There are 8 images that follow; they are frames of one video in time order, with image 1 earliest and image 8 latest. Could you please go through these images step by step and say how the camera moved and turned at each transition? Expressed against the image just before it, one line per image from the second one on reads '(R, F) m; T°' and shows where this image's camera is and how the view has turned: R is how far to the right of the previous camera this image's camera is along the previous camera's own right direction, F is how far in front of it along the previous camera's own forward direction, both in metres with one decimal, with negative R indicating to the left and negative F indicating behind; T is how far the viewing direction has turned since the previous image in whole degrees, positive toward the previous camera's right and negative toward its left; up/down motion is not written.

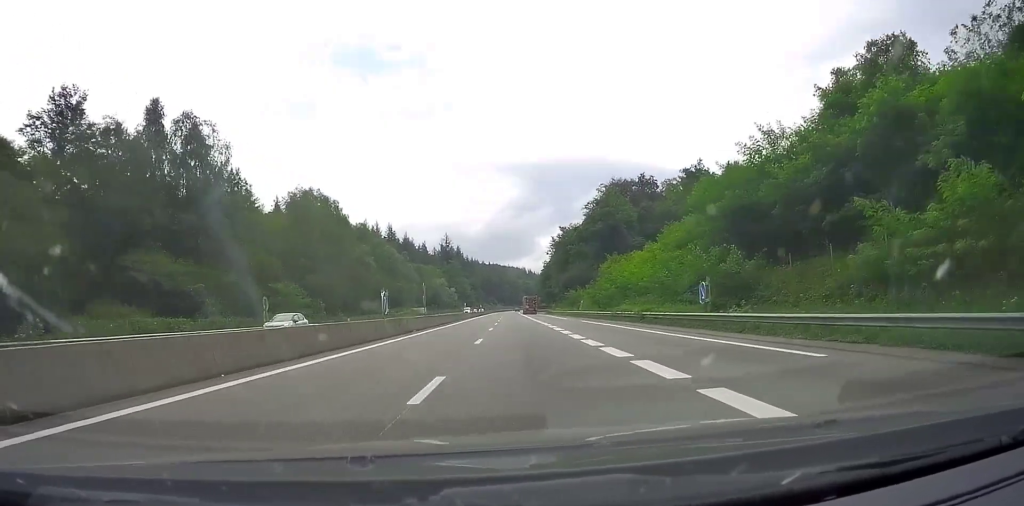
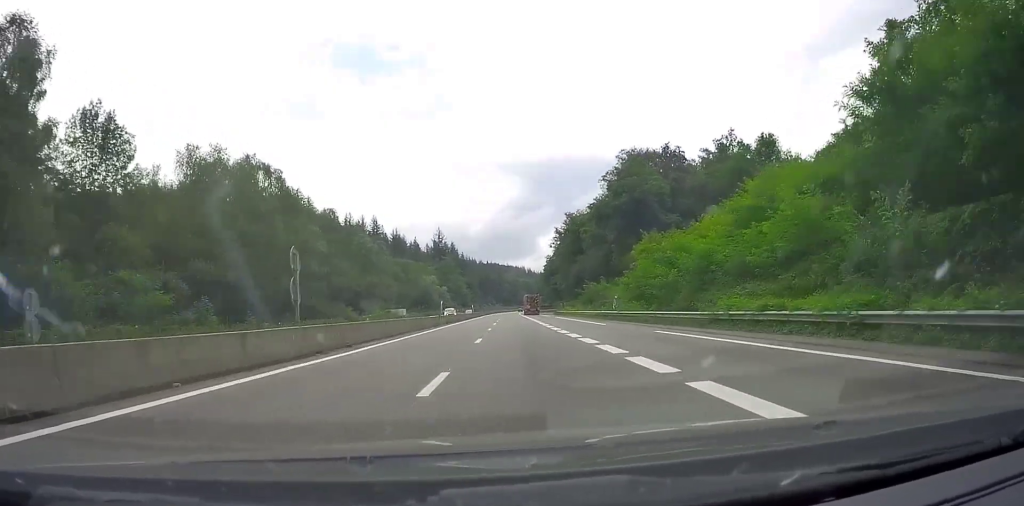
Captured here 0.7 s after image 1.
(0.0, +25.6) m; 0°
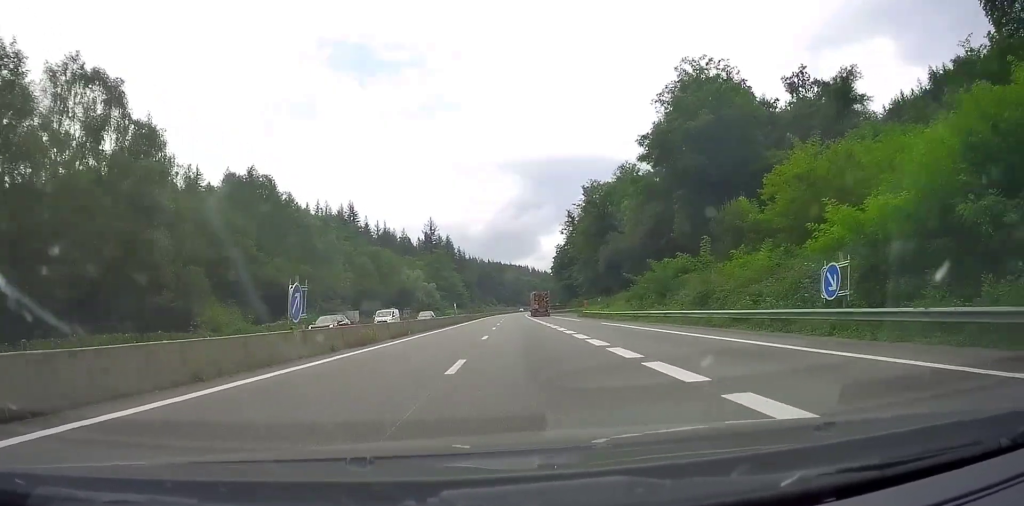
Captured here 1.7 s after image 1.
(-0.3, +36.4) m; 0°
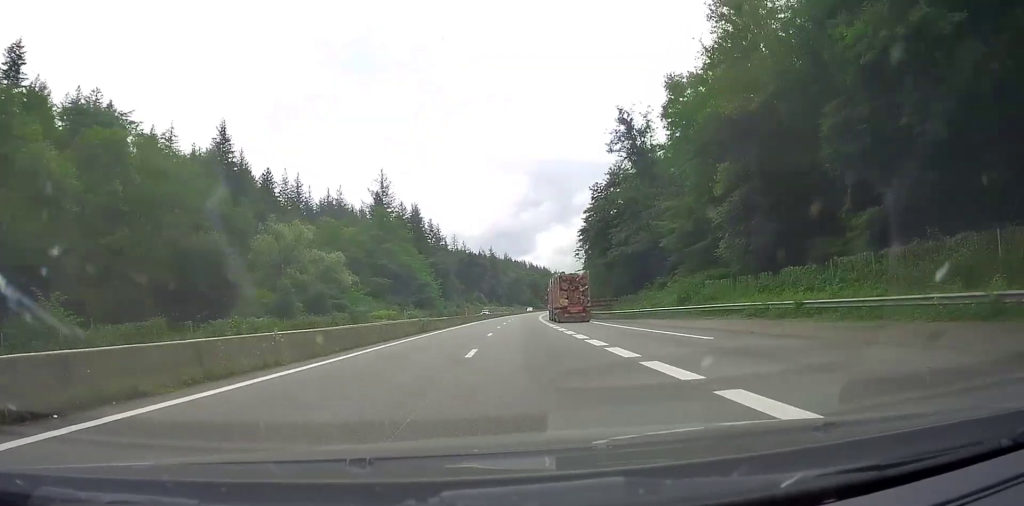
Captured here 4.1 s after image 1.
(+0.6, +87.0) m; +1°
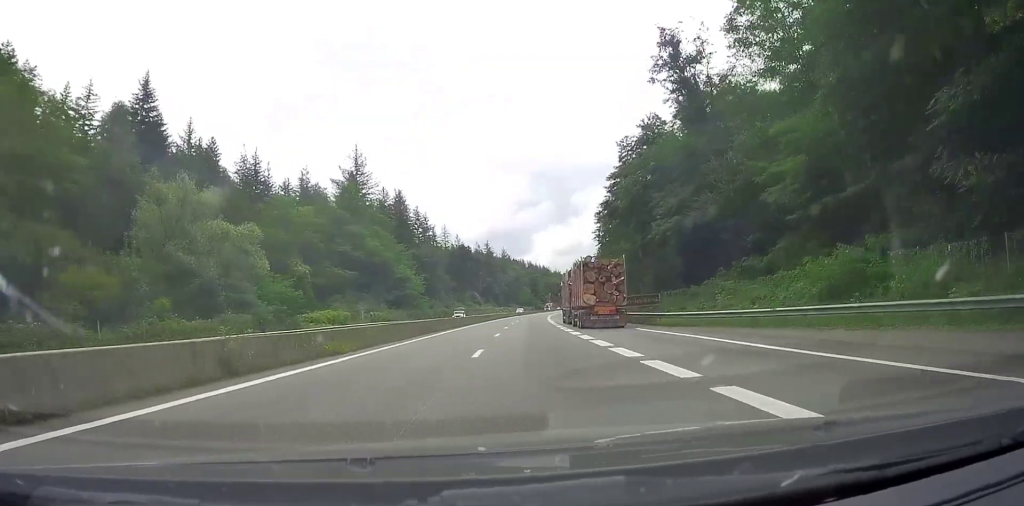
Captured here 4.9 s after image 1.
(0.0, +25.8) m; 0°
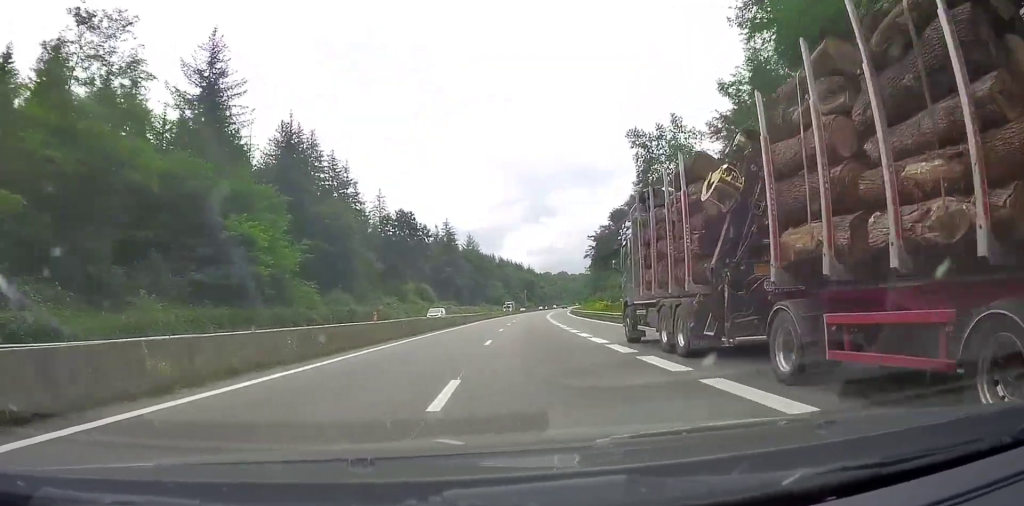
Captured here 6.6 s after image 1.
(+0.1, +59.8) m; +2°
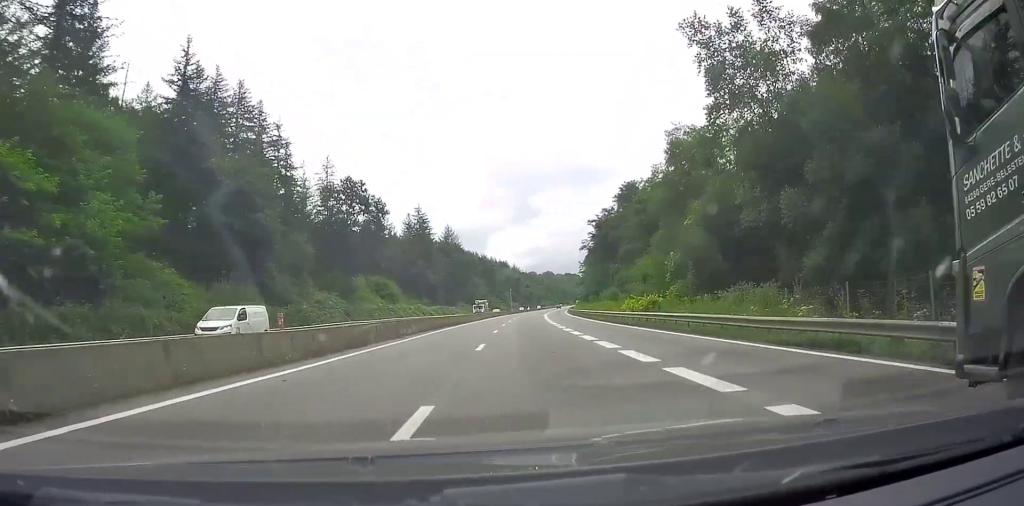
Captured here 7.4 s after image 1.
(+0.4, +28.6) m; +2°
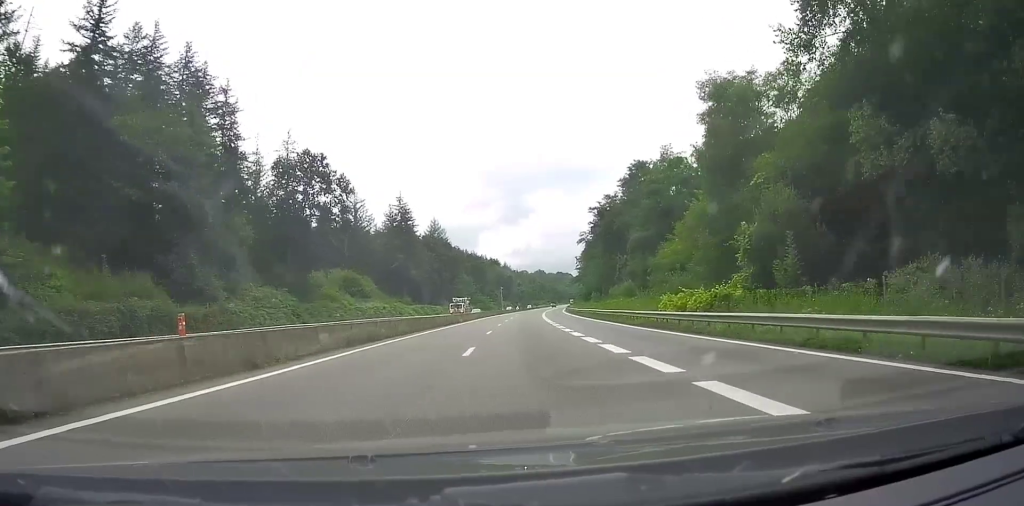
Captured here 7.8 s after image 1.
(+0.3, +15.3) m; +1°
